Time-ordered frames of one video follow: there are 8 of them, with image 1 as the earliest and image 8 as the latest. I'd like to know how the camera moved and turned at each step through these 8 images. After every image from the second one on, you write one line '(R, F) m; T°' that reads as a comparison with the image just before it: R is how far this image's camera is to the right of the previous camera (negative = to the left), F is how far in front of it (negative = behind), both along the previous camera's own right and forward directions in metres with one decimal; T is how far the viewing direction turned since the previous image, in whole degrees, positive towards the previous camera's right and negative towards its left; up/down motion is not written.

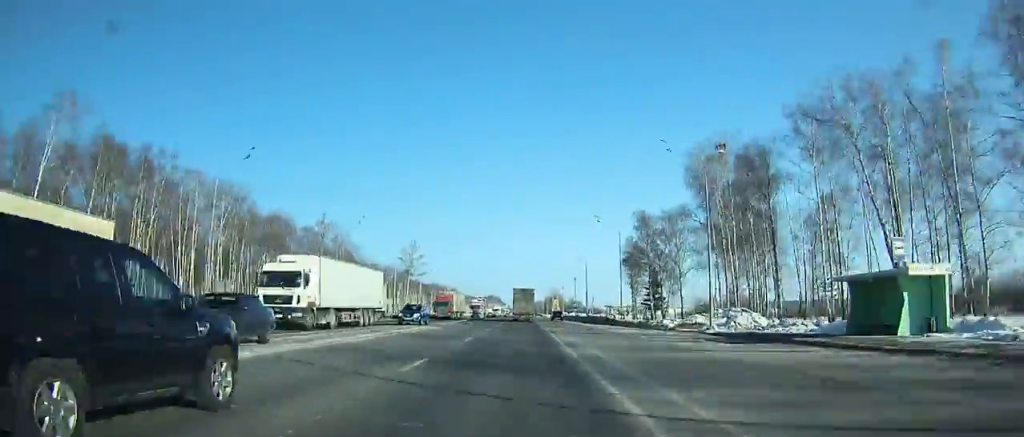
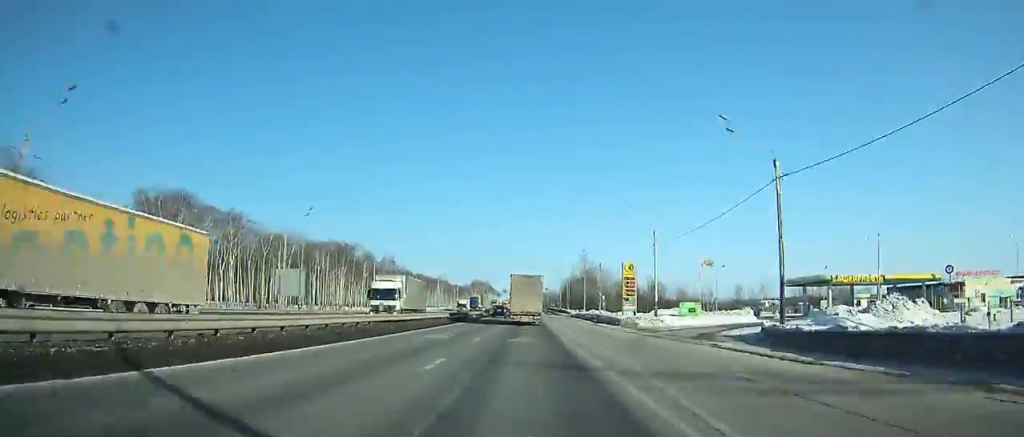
(+0.3, +201.3) m; 0°
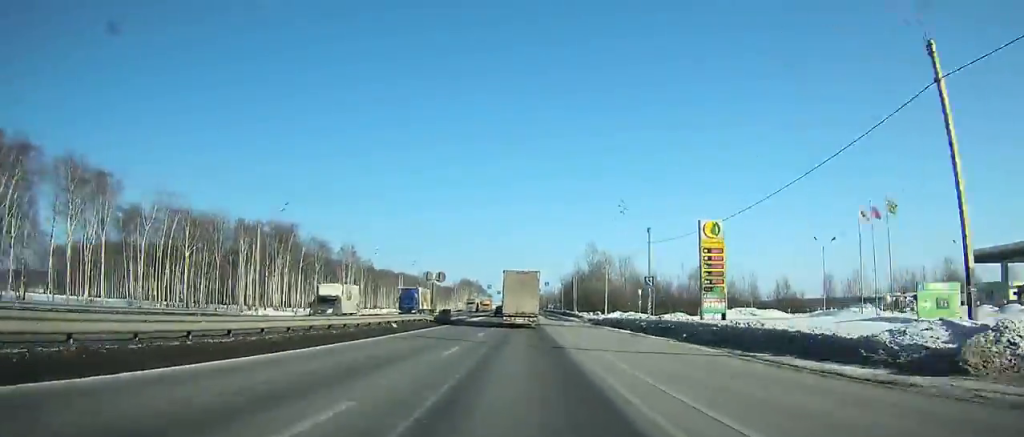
(+0.1, +42.8) m; 0°
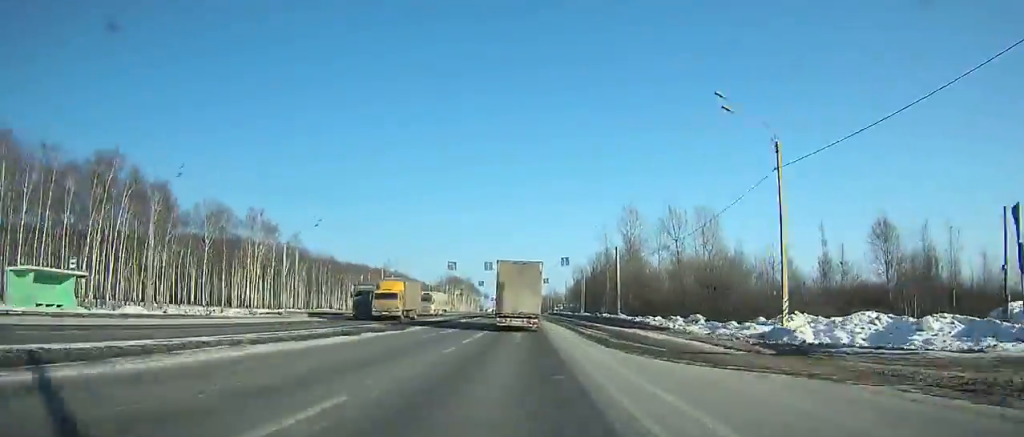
(+0.2, +58.4) m; 0°
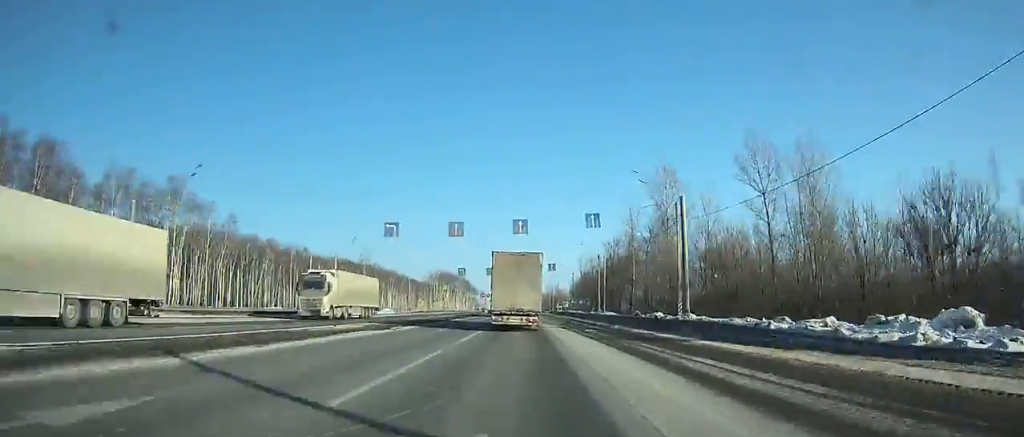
(0.0, +26.6) m; 0°
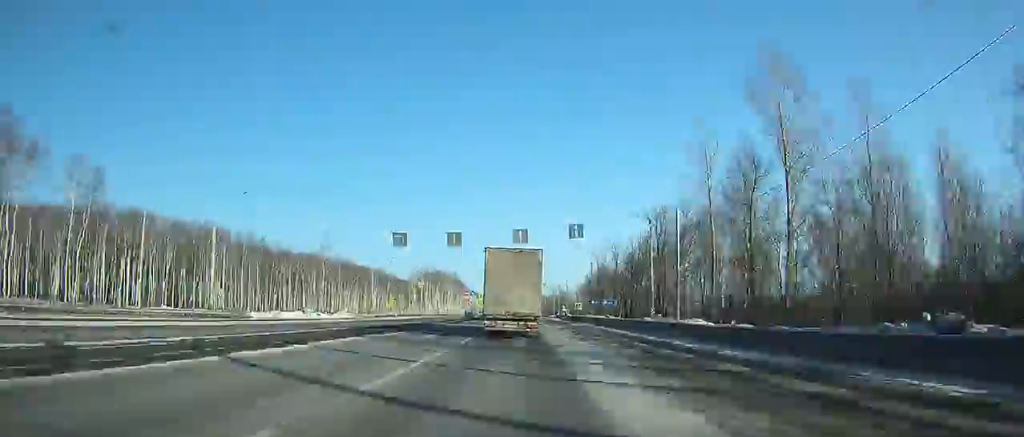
(0.0, +34.1) m; 0°
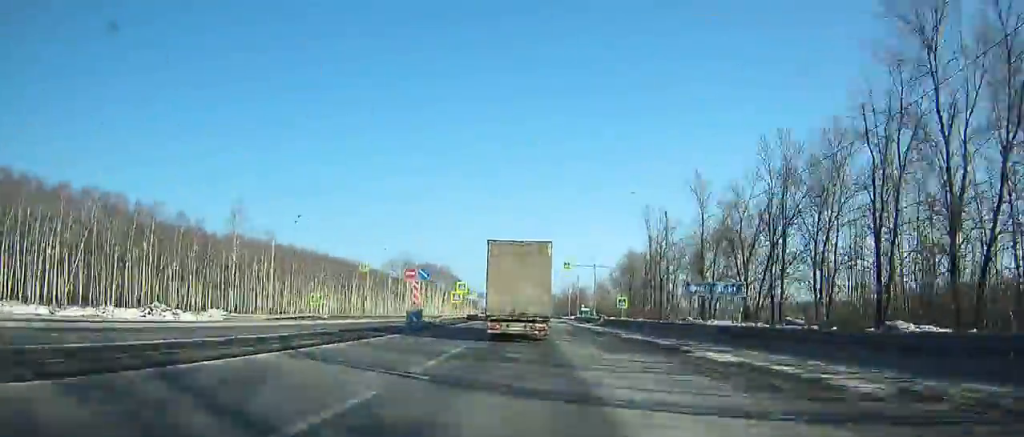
(-0.2, +45.3) m; 0°
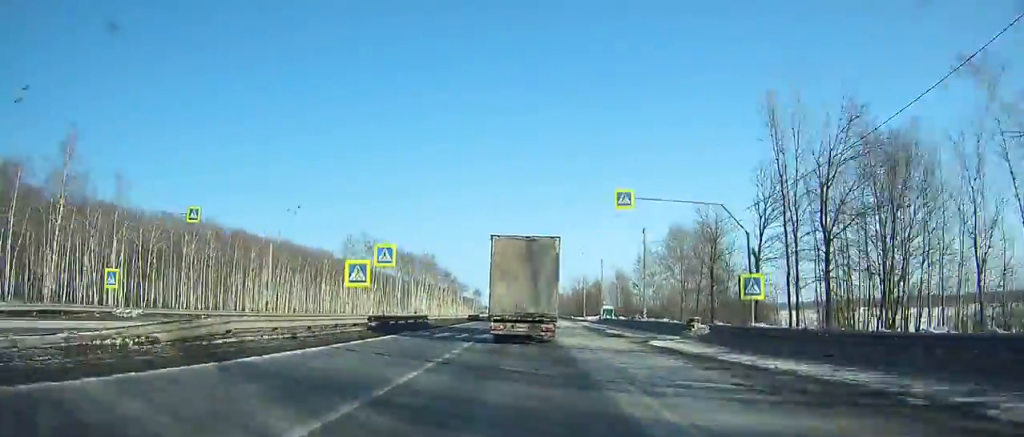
(-0.1, +38.9) m; 0°
